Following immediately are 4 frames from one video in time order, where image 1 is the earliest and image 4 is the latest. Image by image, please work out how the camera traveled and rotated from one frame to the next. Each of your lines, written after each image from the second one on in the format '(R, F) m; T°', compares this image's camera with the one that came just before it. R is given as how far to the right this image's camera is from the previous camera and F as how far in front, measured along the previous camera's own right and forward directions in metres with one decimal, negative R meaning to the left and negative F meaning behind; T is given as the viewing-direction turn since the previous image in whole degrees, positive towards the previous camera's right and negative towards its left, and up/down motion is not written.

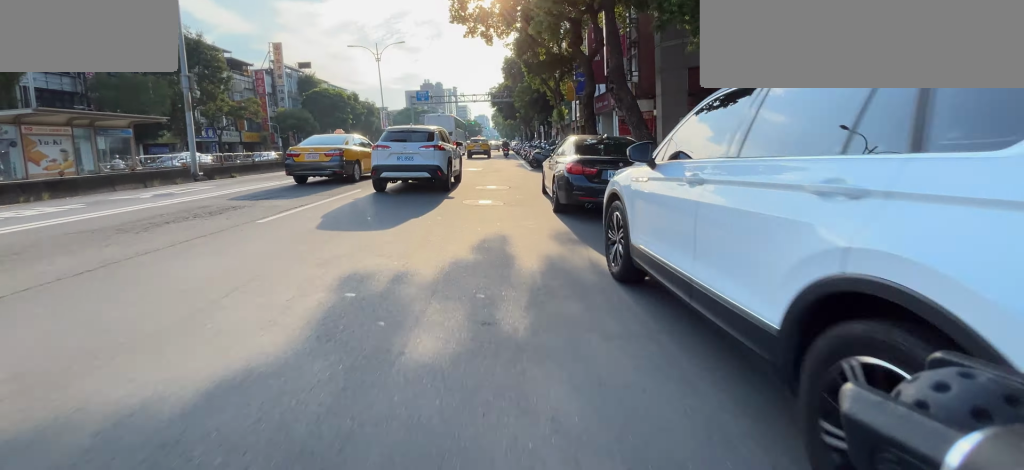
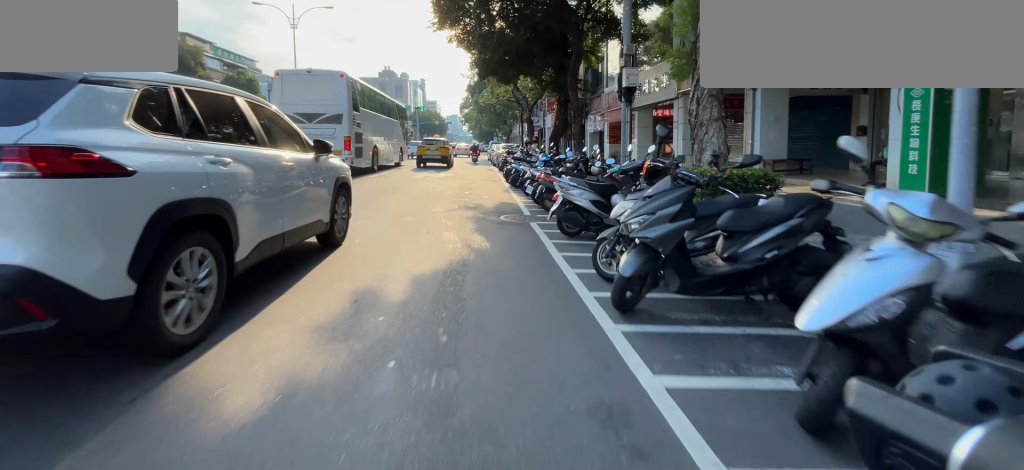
(+0.2, +46.8) m; 0°
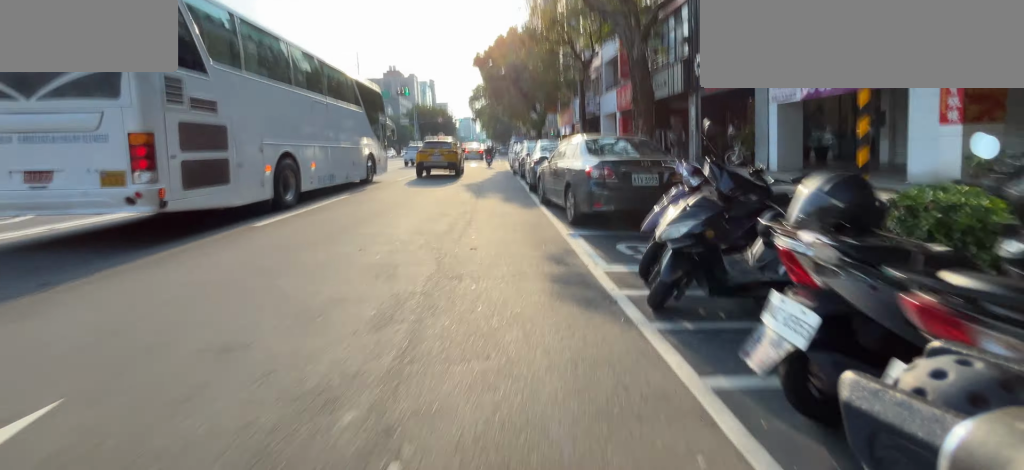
(0.0, +20.3) m; 0°
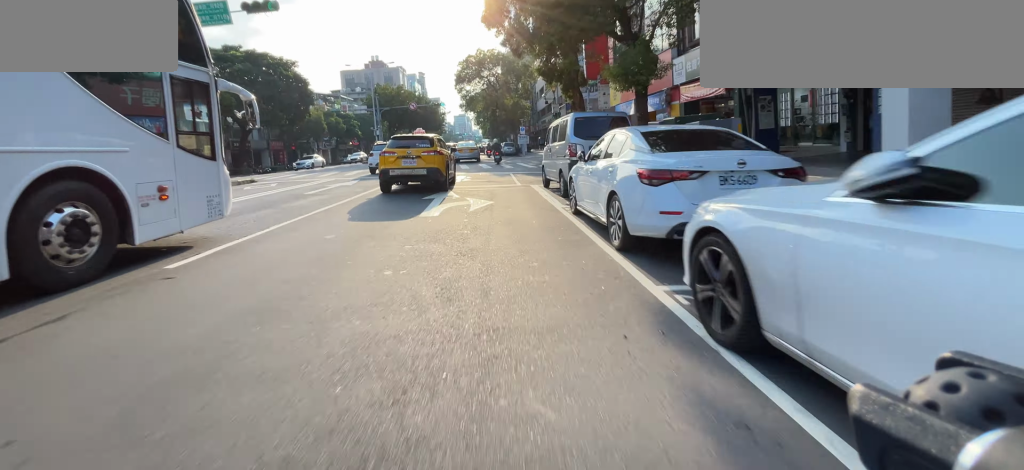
(0.0, +22.9) m; 0°
